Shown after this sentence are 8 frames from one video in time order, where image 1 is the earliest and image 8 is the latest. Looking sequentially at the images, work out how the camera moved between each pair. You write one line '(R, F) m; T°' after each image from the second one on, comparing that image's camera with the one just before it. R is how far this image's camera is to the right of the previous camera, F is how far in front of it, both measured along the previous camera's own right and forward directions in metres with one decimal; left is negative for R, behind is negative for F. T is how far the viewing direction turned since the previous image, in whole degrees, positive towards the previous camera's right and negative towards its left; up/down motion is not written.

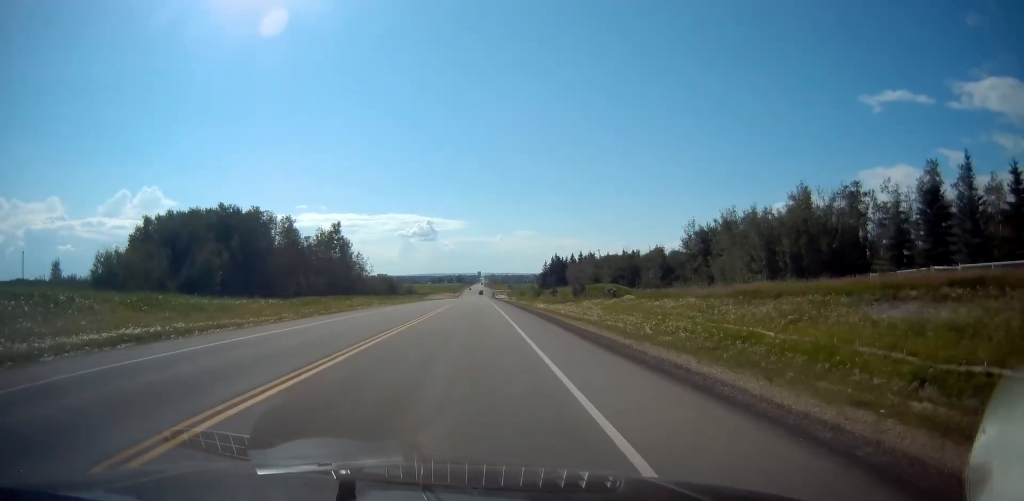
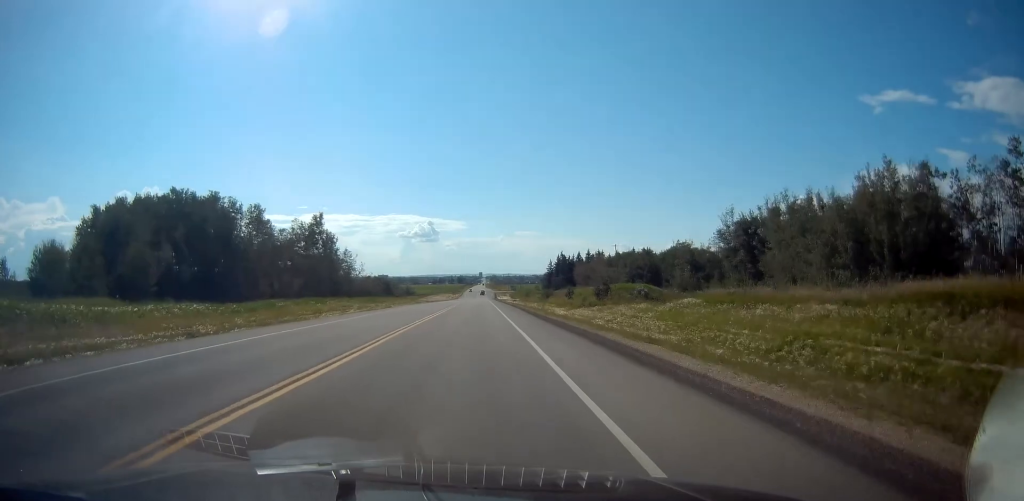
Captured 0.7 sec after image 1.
(0.0, +14.3) m; 0°
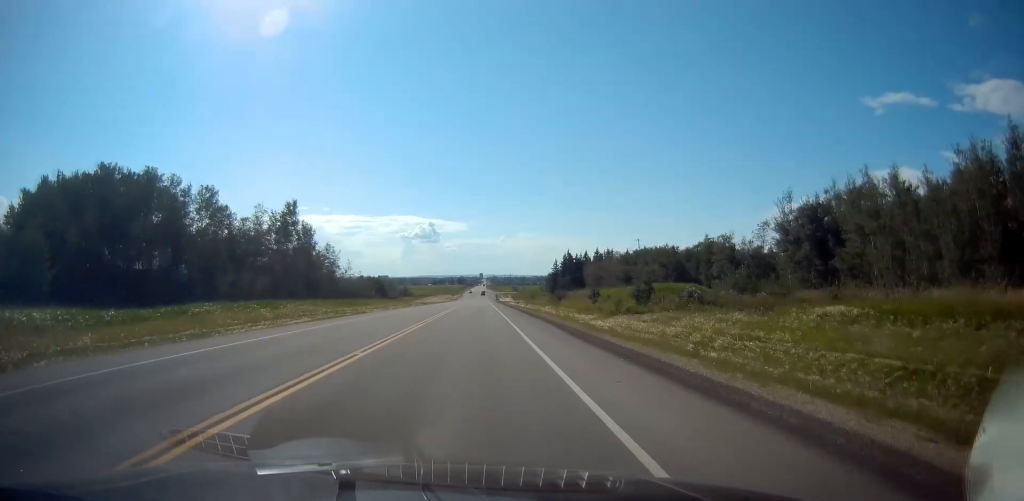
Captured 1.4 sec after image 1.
(0.0, +15.5) m; 0°
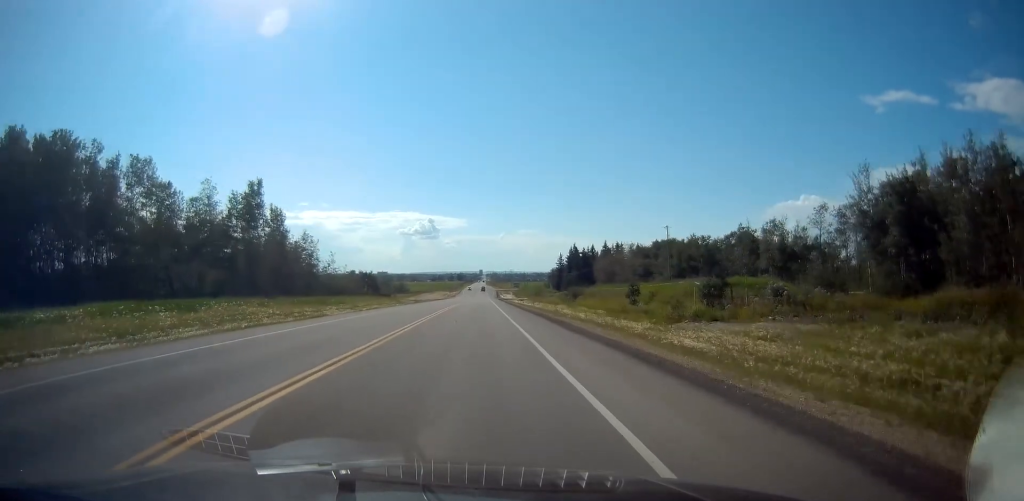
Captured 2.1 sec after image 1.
(0.0, +14.7) m; 0°
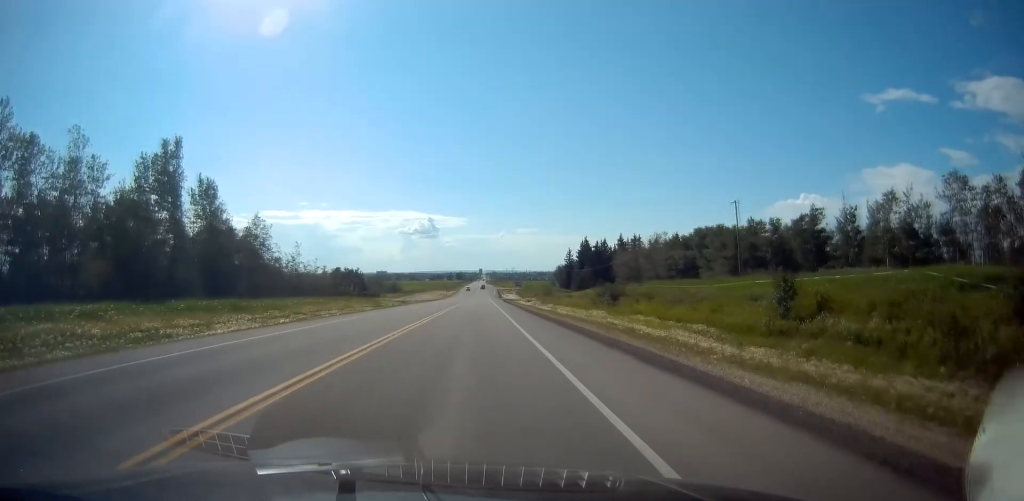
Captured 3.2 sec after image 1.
(0.0, +22.1) m; 0°
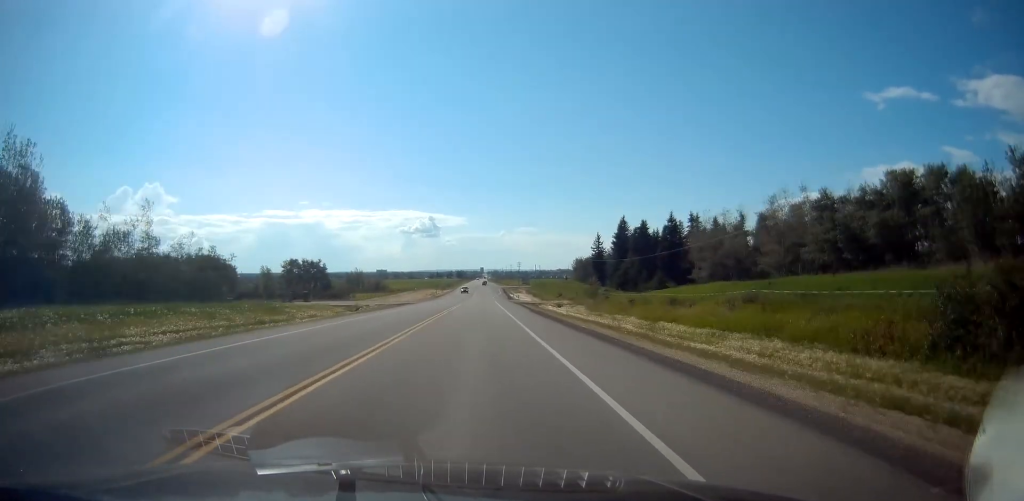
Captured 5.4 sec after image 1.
(0.0, +46.5) m; 0°
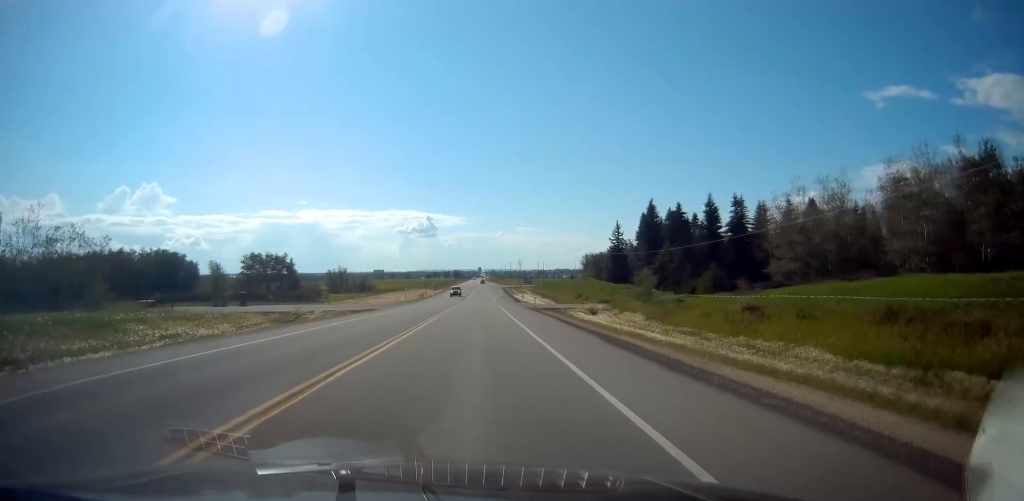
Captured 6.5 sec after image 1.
(0.0, +24.1) m; 0°
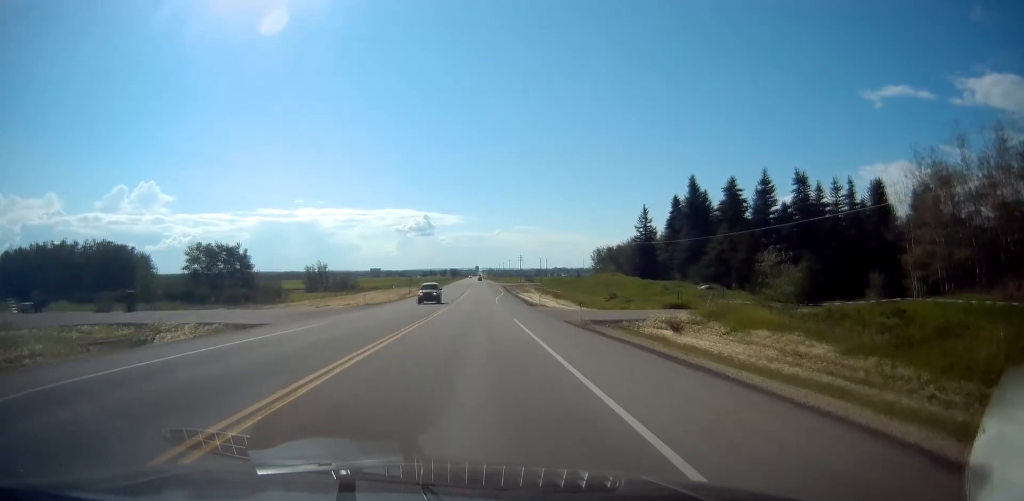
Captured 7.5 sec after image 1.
(0.0, +23.3) m; 0°
